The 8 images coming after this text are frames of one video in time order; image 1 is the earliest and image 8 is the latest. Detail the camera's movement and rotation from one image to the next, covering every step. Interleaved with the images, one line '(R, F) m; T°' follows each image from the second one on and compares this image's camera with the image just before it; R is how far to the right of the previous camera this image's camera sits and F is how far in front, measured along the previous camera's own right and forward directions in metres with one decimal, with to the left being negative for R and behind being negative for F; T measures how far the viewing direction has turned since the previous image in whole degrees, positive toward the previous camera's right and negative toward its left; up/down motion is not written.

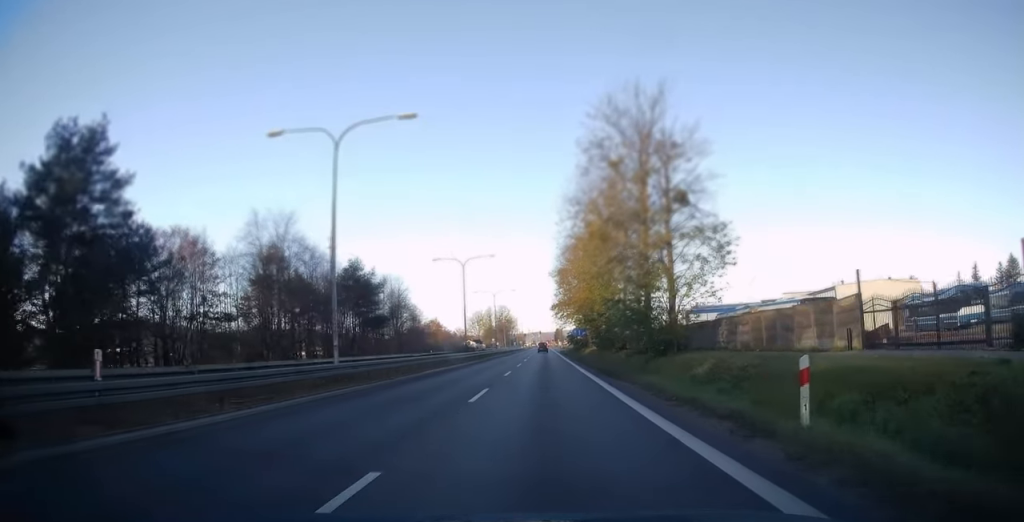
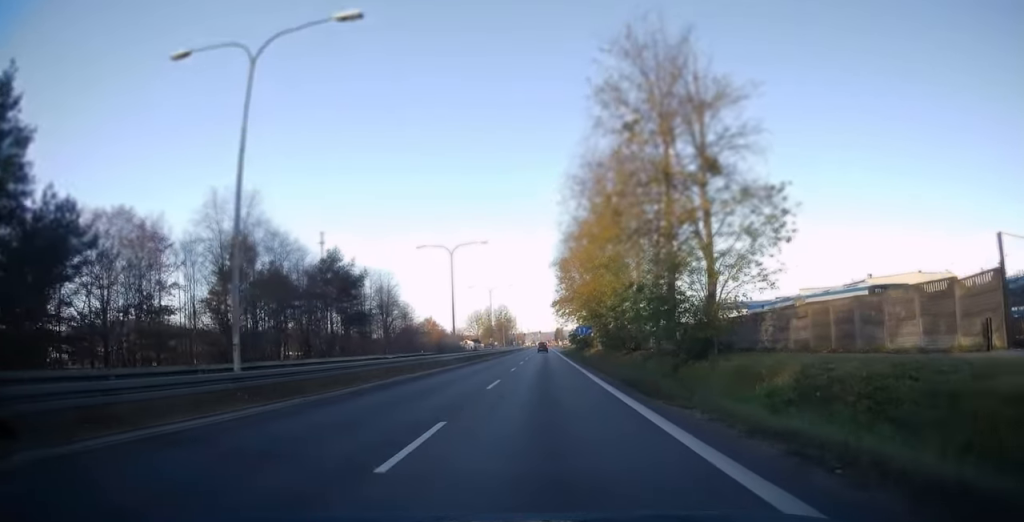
(-0.2, +8.0) m; -1°
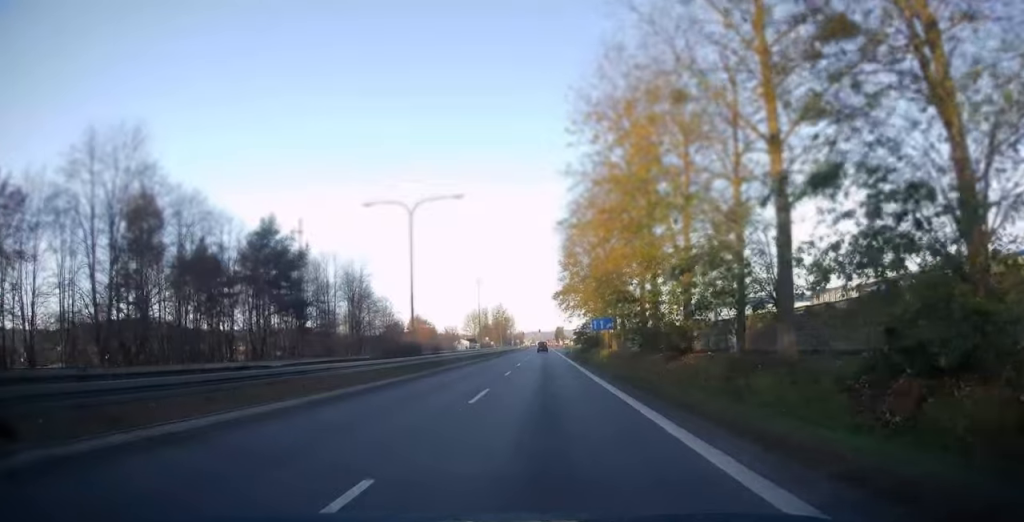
(-0.1, +16.7) m; +1°
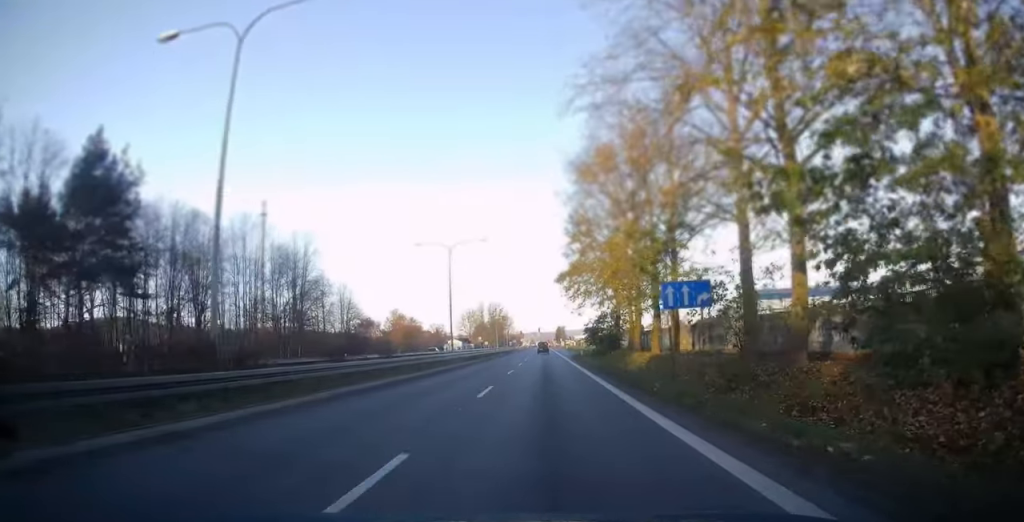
(+0.5, +23.0) m; 0°
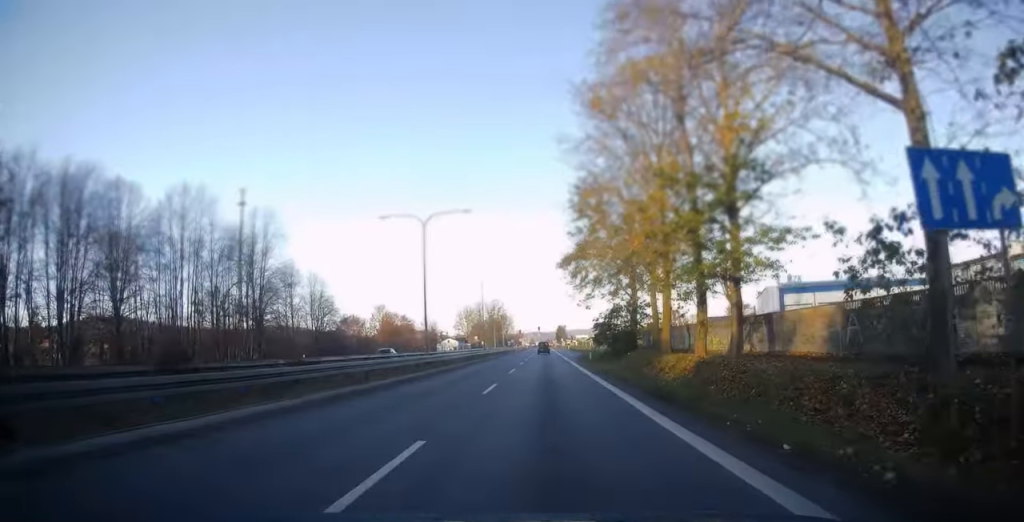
(-0.3, +11.2) m; -1°
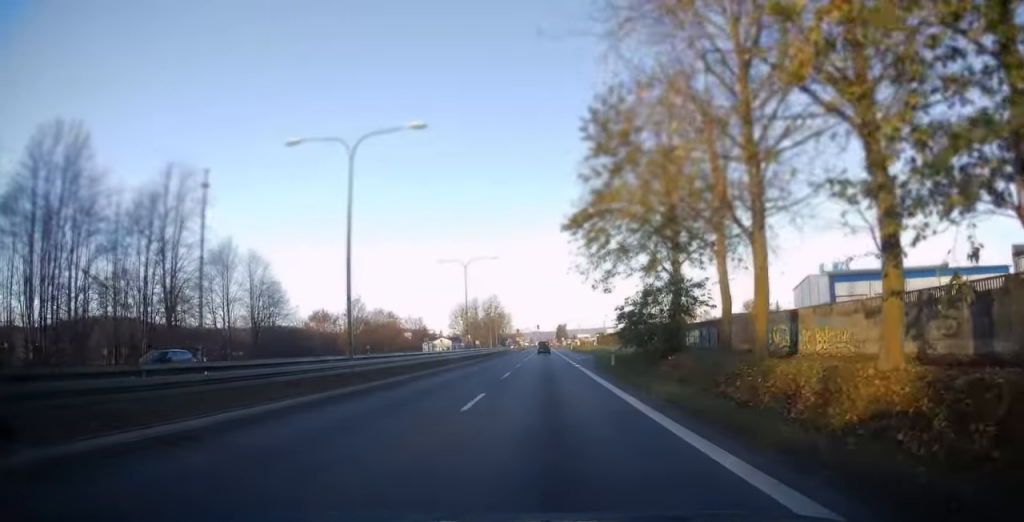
(0.0, +16.2) m; +1°
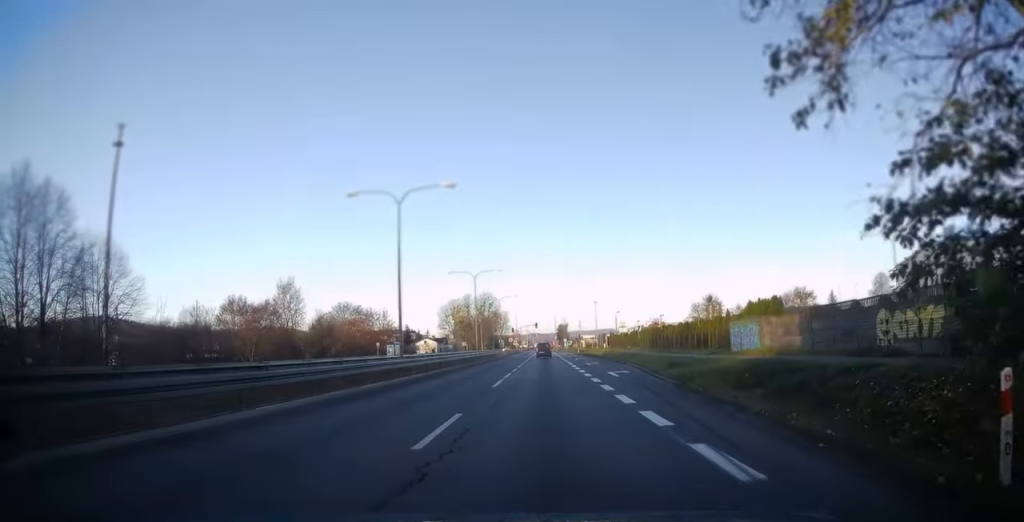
(+0.2, +28.8) m; -1°
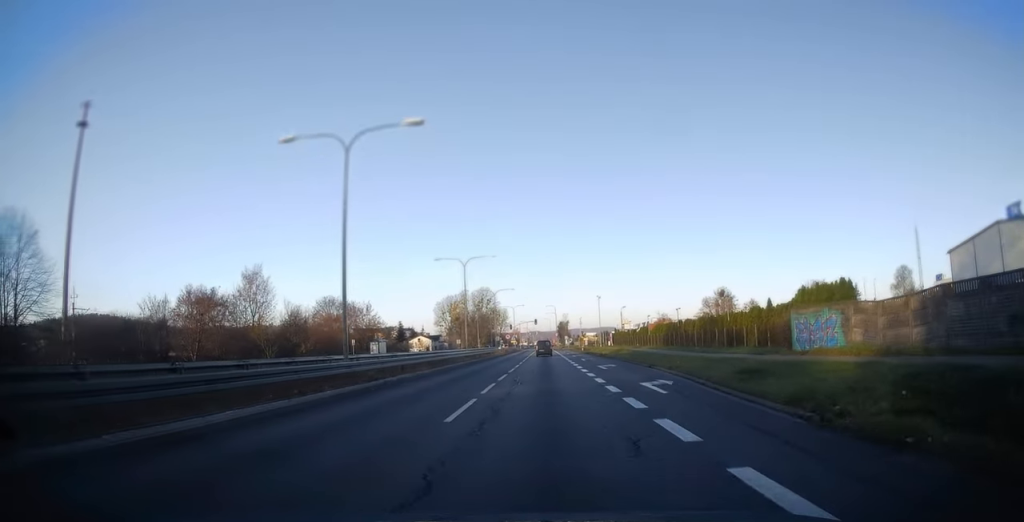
(-0.1, +9.6) m; 0°
